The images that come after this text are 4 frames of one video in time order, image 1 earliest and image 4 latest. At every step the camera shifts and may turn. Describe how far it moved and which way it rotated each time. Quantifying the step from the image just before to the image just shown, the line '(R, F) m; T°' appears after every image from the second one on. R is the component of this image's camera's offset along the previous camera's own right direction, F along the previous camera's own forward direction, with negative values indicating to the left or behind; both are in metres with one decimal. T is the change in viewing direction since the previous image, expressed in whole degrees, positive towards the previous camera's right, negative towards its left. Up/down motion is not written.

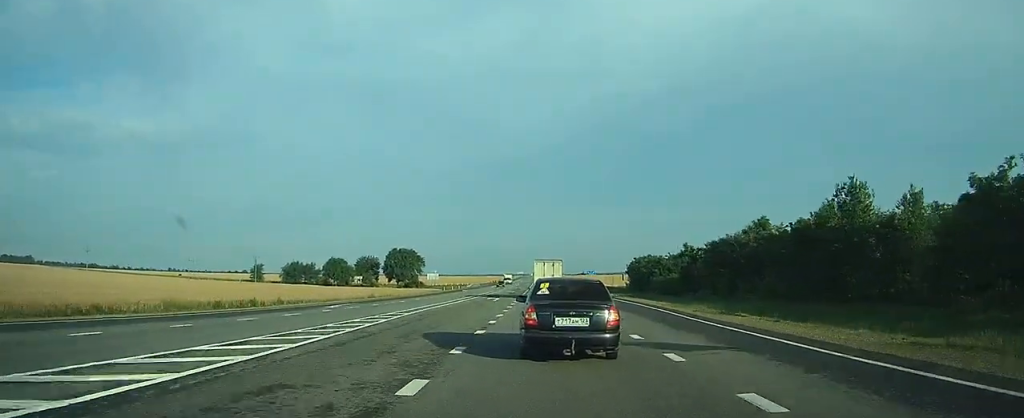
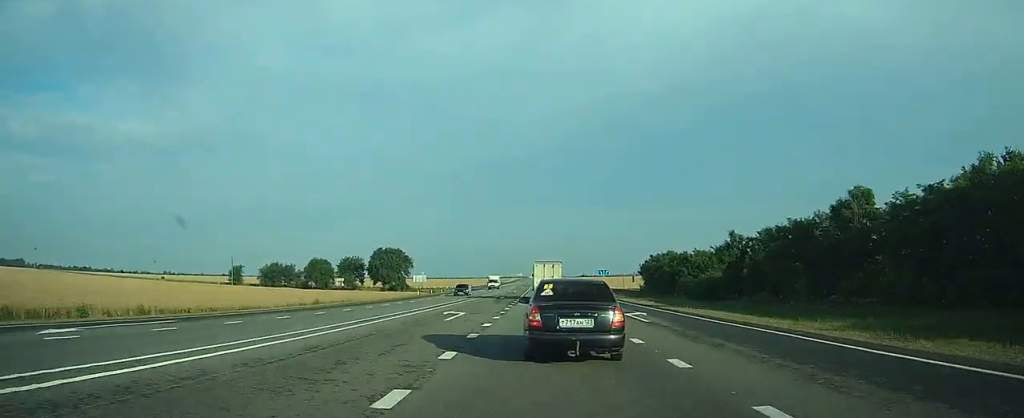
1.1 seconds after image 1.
(-0.1, +21.3) m; 0°
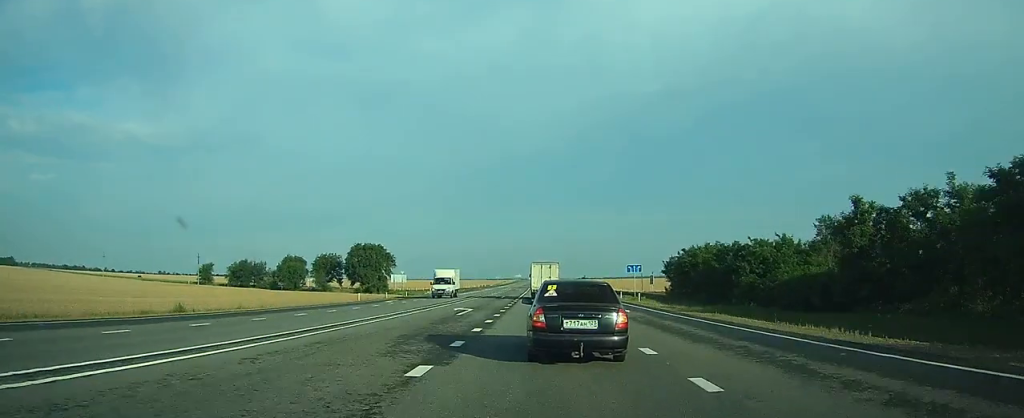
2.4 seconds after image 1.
(0.0, +26.1) m; 0°
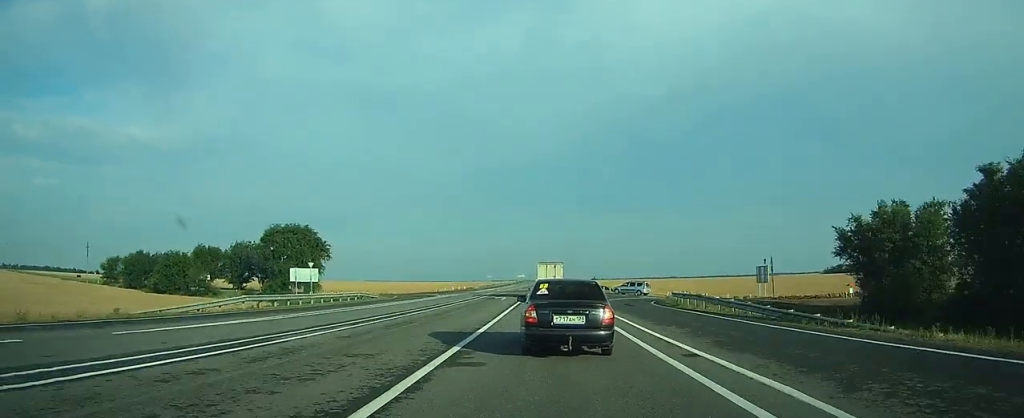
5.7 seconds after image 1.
(0.0, +64.1) m; 0°
